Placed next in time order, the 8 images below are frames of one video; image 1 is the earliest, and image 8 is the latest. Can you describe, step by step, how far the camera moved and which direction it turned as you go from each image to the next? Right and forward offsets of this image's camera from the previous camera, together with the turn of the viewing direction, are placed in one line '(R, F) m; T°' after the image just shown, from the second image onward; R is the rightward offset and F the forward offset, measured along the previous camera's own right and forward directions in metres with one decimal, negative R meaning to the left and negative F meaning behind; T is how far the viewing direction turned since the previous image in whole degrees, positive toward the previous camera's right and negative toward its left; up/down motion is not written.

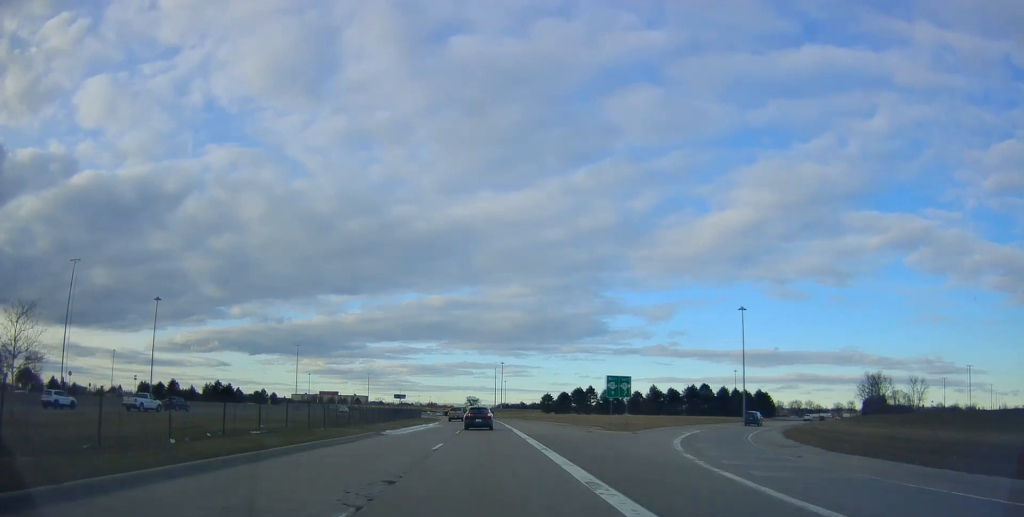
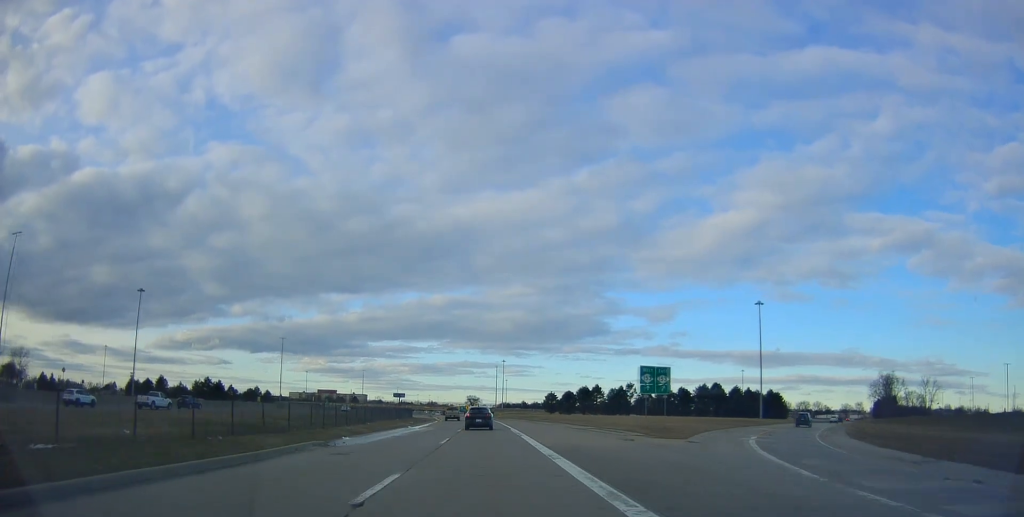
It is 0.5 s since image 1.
(0.0, +10.8) m; 0°
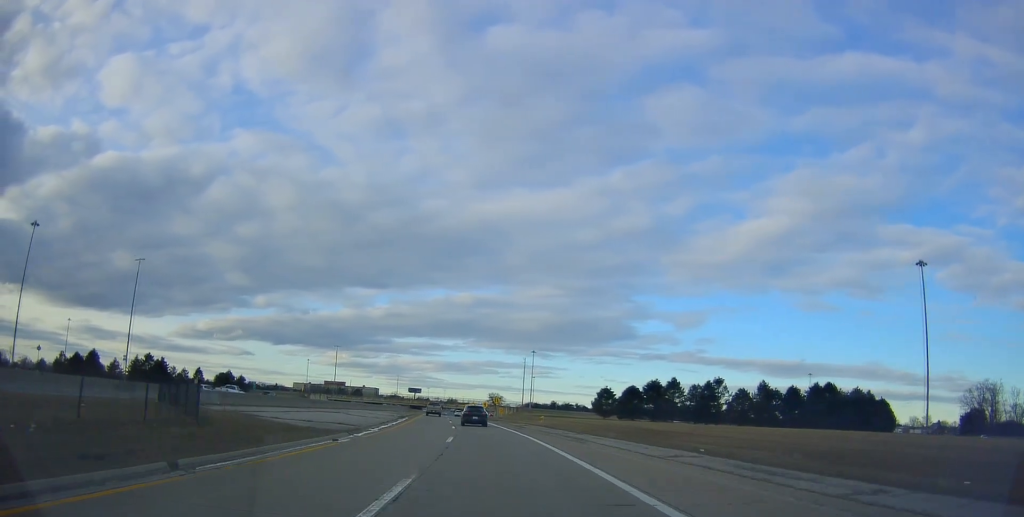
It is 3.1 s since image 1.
(-2.7, +61.9) m; -3°
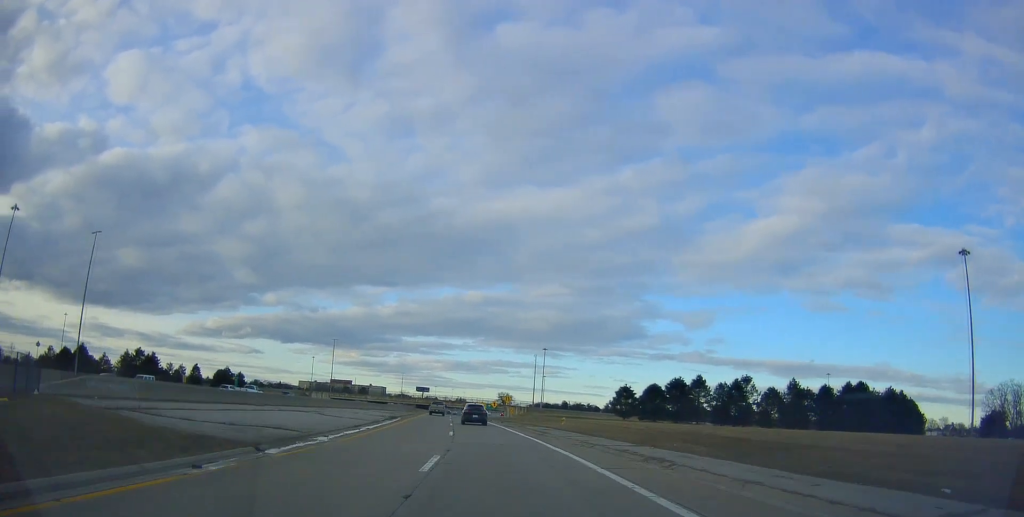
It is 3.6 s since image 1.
(+0.1, +11.0) m; -1°
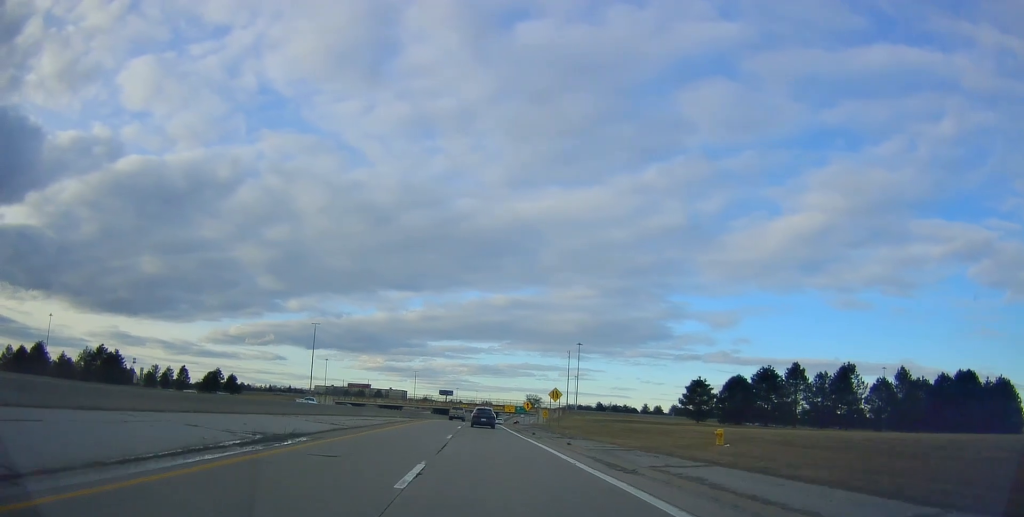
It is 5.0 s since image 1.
(-1.0, +32.2) m; -3°
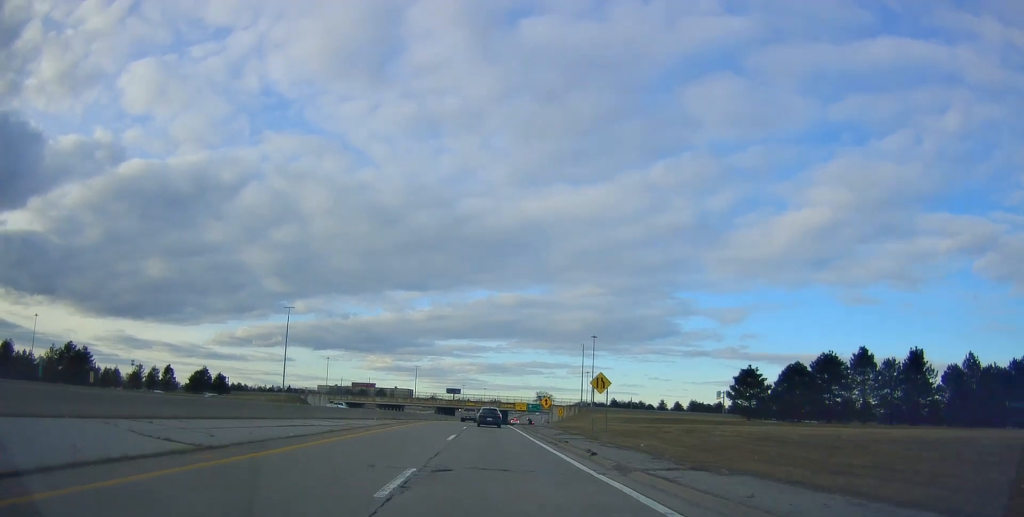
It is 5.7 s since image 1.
(-0.3, +17.4) m; -1°
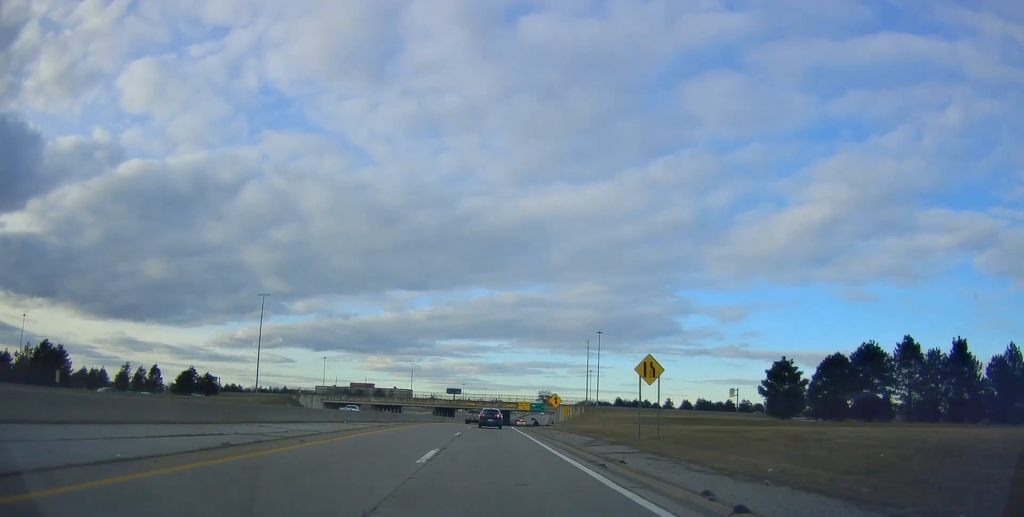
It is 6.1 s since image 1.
(+0.3, +10.3) m; 0°
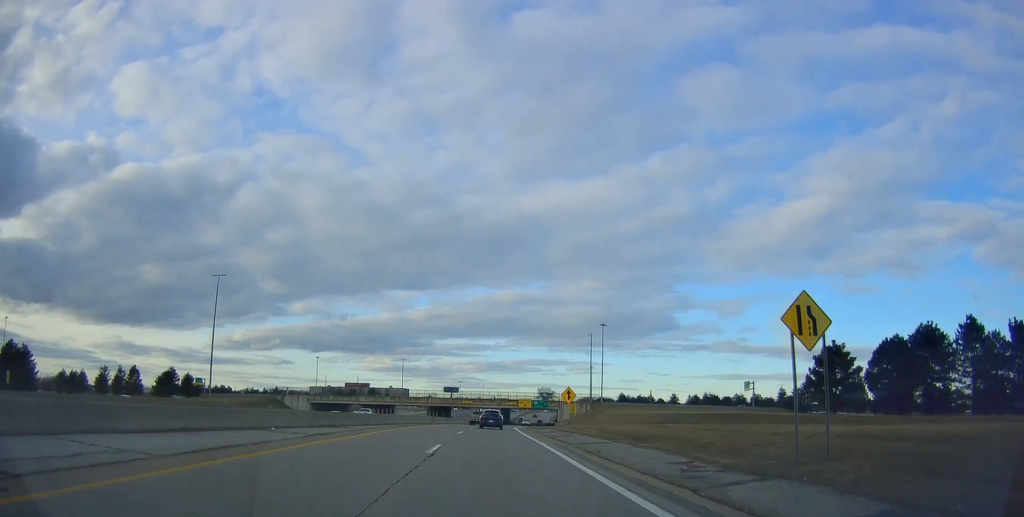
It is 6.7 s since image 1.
(-0.1, +12.7) m; -1°
